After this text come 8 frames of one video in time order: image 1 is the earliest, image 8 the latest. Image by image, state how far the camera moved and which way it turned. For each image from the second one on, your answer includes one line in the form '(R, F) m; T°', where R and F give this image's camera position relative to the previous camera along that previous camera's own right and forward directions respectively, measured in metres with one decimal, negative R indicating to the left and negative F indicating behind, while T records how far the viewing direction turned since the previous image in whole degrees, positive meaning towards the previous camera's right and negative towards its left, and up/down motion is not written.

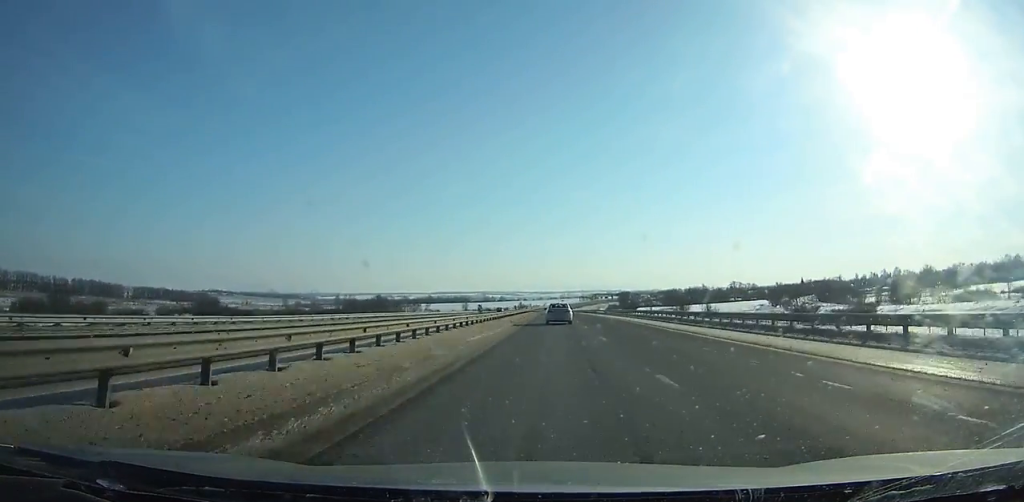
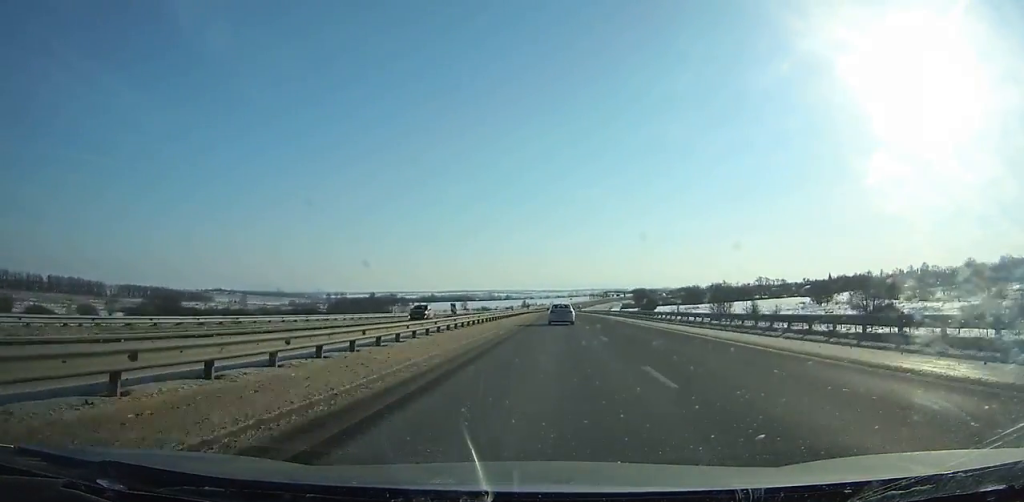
(0.0, +47.7) m; 0°
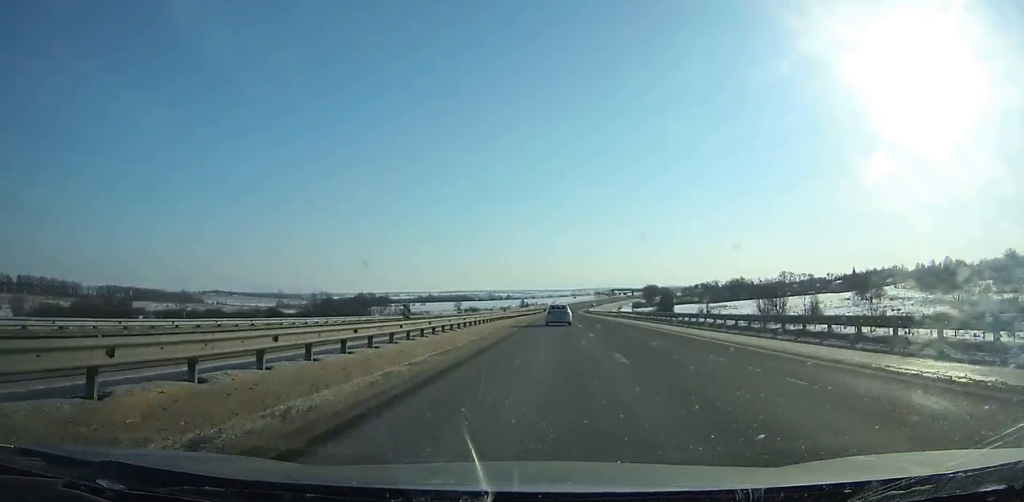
(-0.4, +44.2) m; 0°
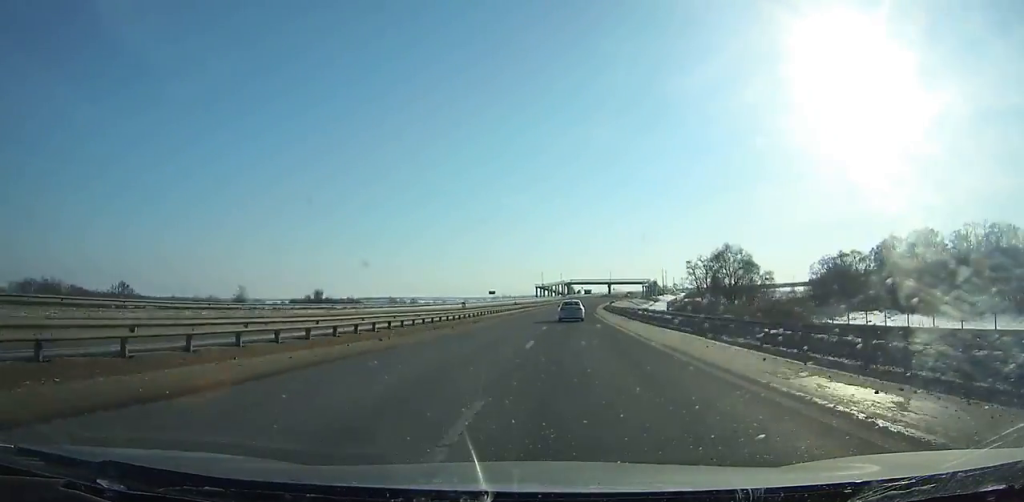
(+9.5, +255.9) m; +7°
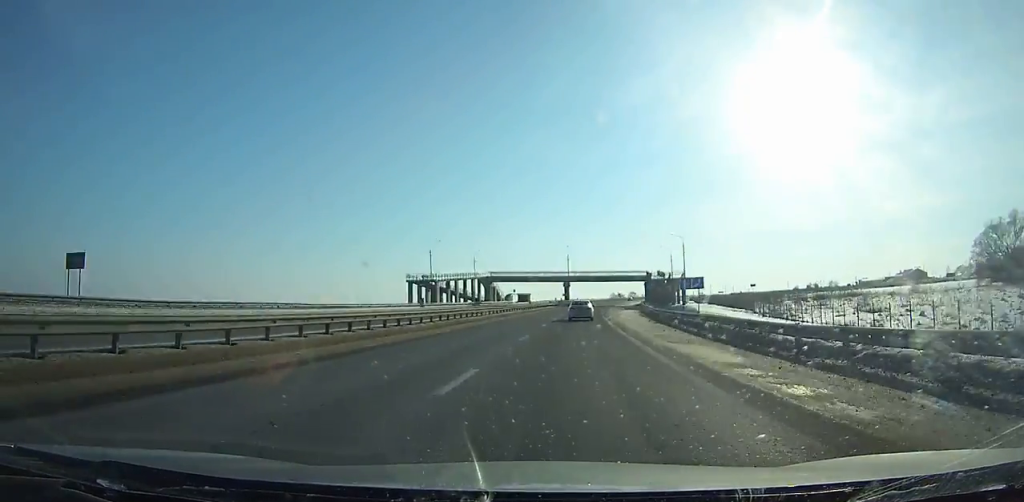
(+8.2, +126.2) m; +7°
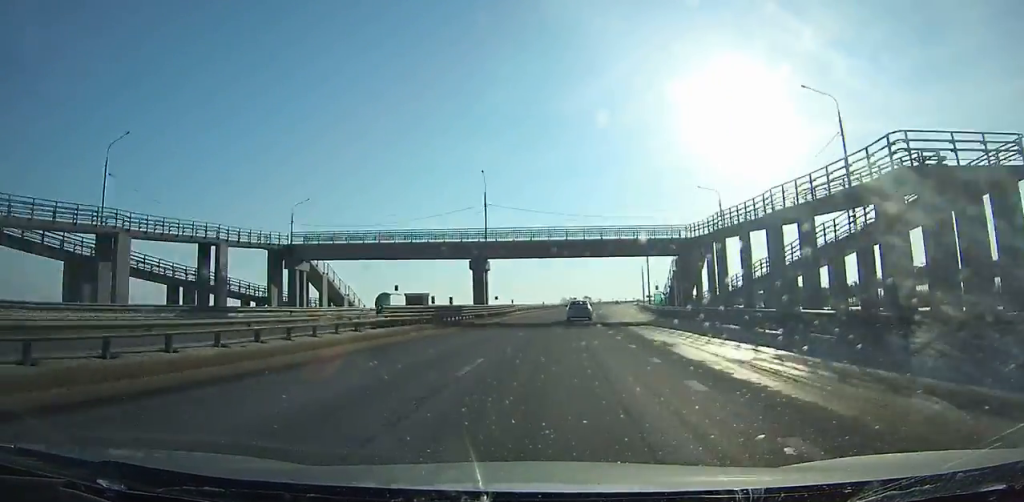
(+3.1, +81.9) m; +5°
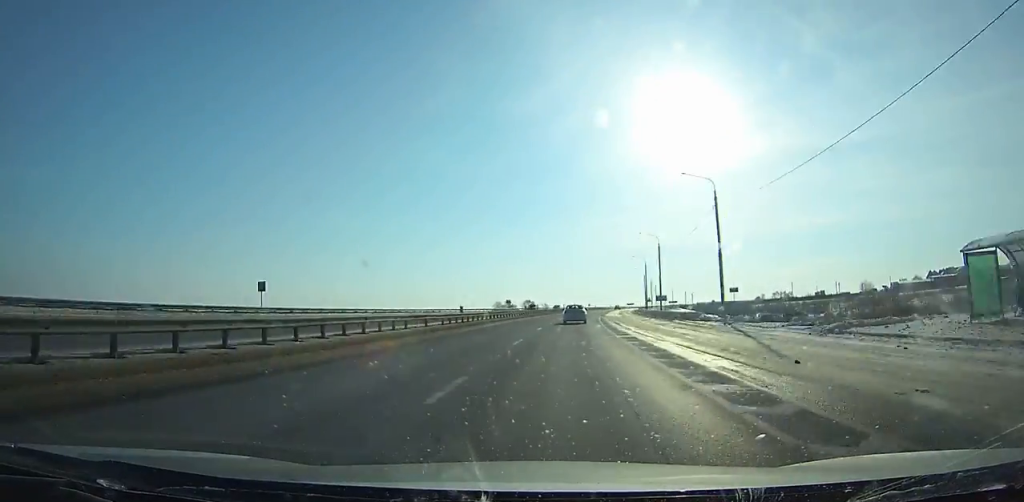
(+6.2, +104.3) m; +6°
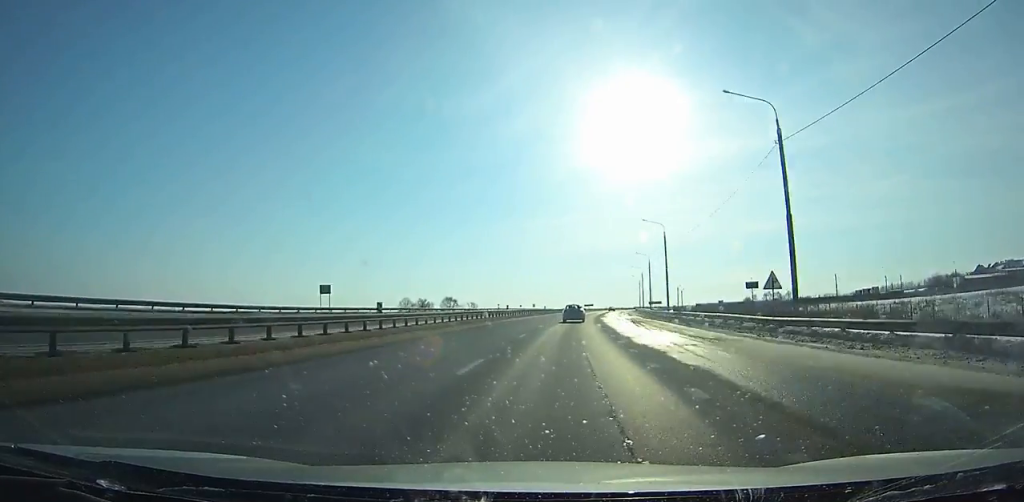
(+4.6, +93.3) m; +5°
